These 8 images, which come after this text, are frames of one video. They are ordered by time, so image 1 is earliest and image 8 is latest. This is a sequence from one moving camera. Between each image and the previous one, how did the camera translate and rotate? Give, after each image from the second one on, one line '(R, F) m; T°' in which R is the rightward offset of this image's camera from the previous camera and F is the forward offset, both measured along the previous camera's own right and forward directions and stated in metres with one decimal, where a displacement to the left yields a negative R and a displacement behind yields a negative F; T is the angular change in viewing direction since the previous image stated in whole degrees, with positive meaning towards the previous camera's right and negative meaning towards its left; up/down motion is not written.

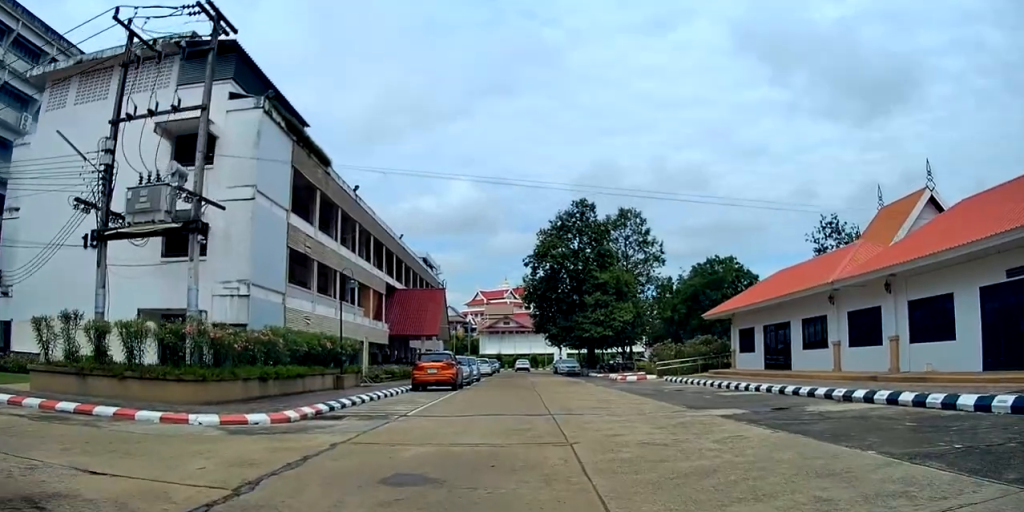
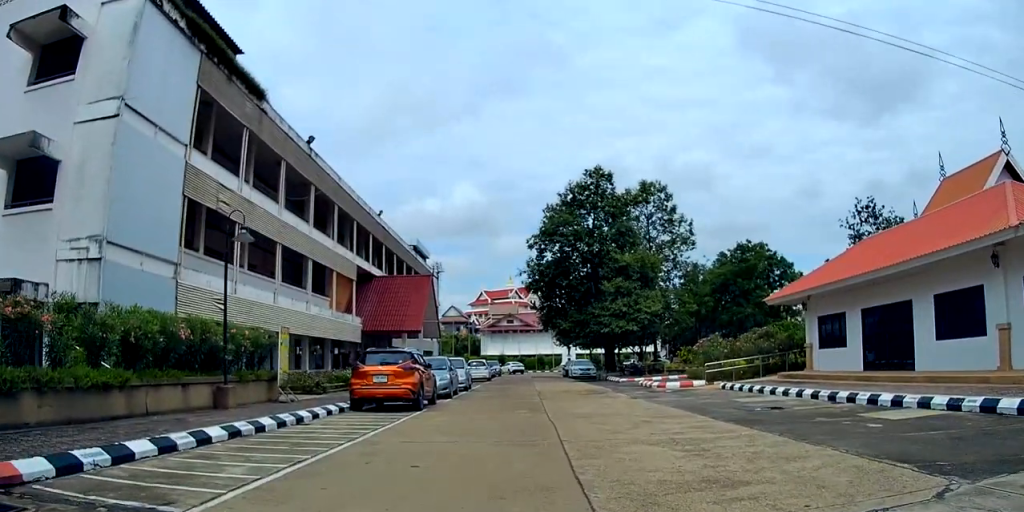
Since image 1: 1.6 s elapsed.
(-0.3, +8.6) m; -3°
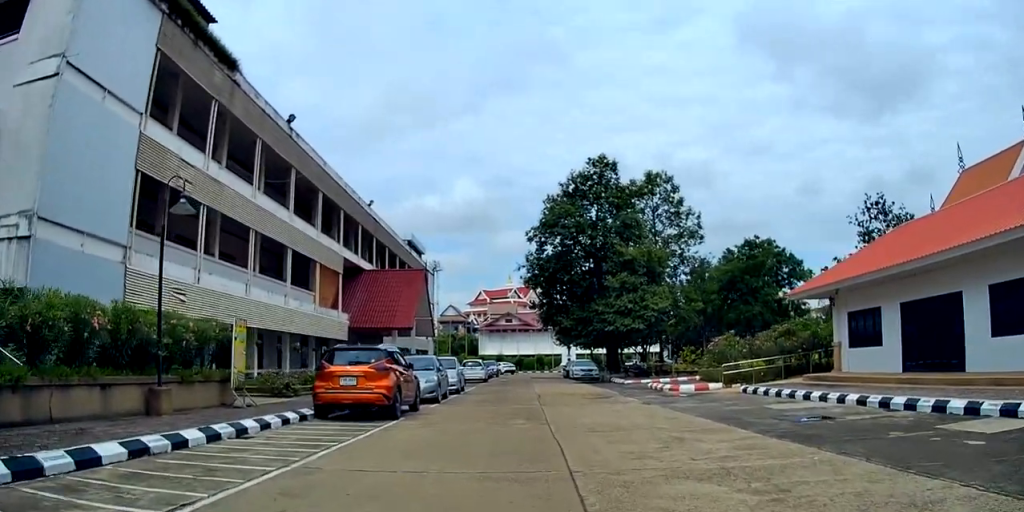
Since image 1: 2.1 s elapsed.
(-0.1, +2.7) m; 0°
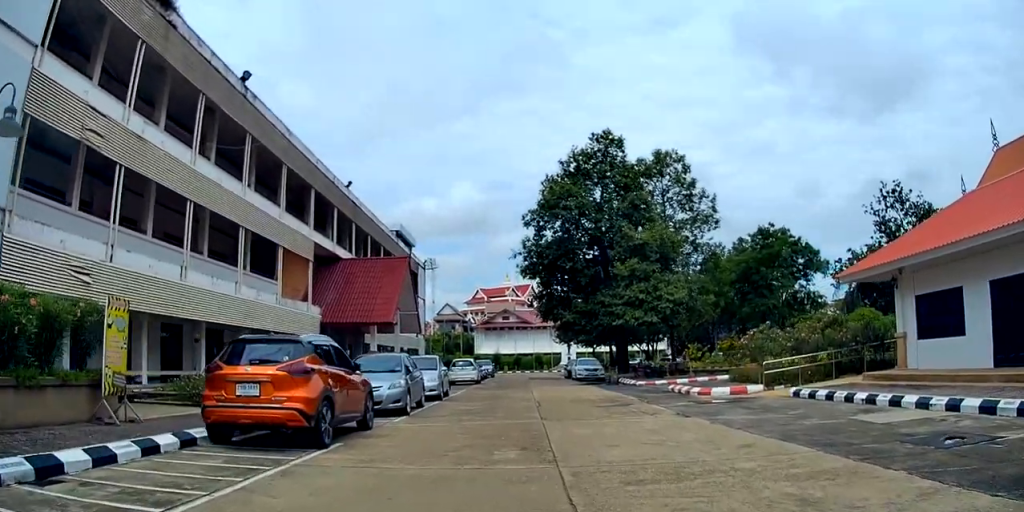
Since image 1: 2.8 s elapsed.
(+0.1, +4.3) m; +2°
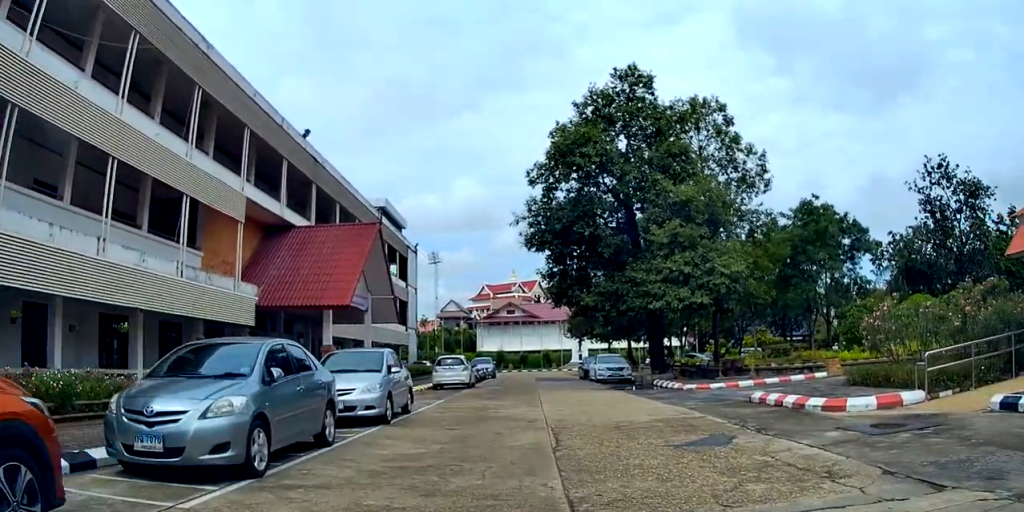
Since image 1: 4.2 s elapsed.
(-0.1, +8.4) m; -4°
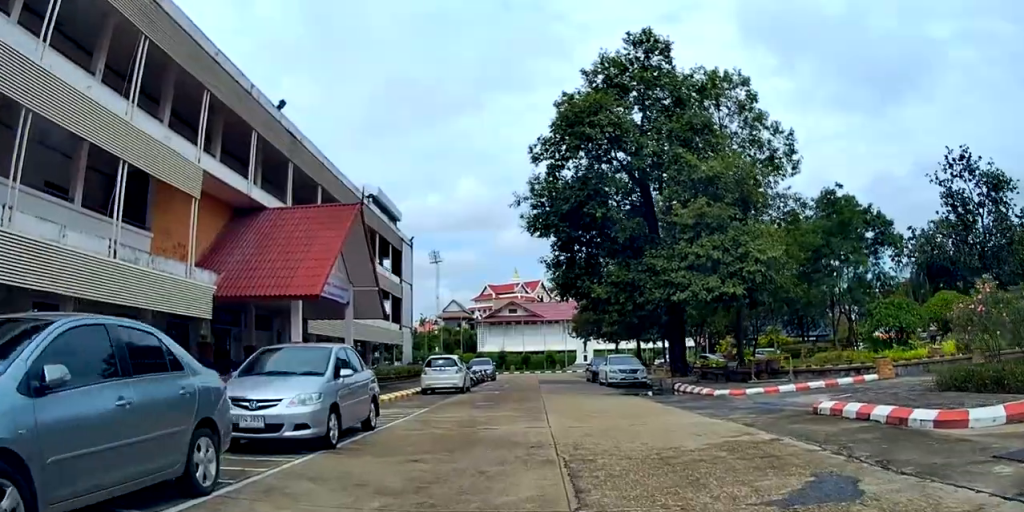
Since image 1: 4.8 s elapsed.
(-0.3, +3.4) m; -1°
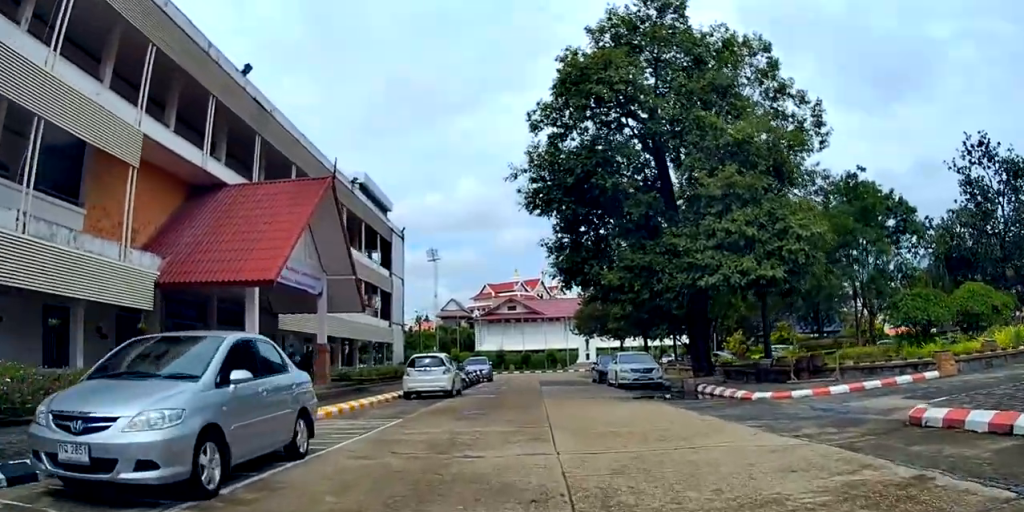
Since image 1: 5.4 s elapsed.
(+0.1, +3.3) m; +1°
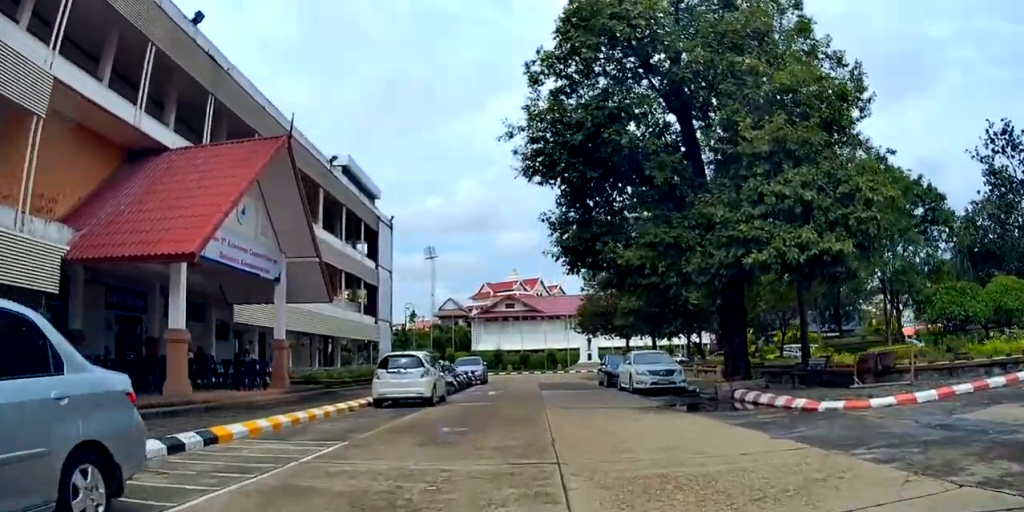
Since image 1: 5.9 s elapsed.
(+0.2, +3.7) m; +2°
